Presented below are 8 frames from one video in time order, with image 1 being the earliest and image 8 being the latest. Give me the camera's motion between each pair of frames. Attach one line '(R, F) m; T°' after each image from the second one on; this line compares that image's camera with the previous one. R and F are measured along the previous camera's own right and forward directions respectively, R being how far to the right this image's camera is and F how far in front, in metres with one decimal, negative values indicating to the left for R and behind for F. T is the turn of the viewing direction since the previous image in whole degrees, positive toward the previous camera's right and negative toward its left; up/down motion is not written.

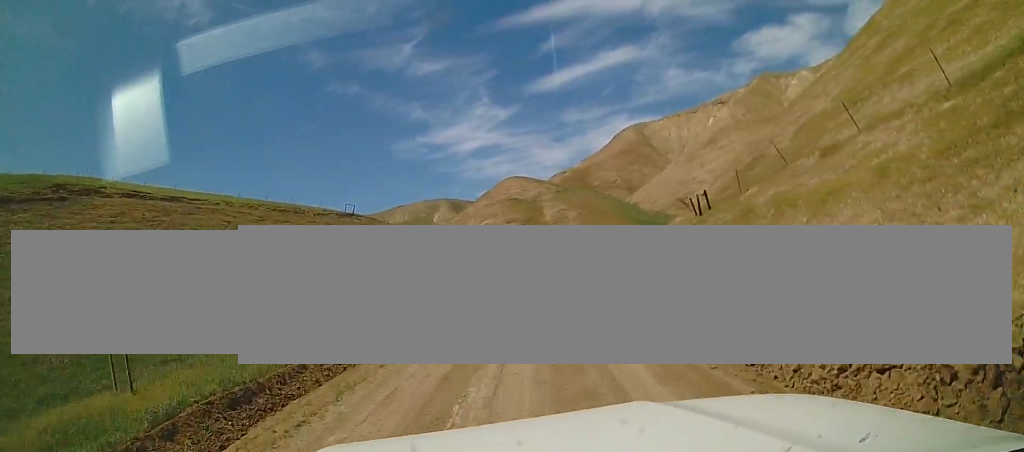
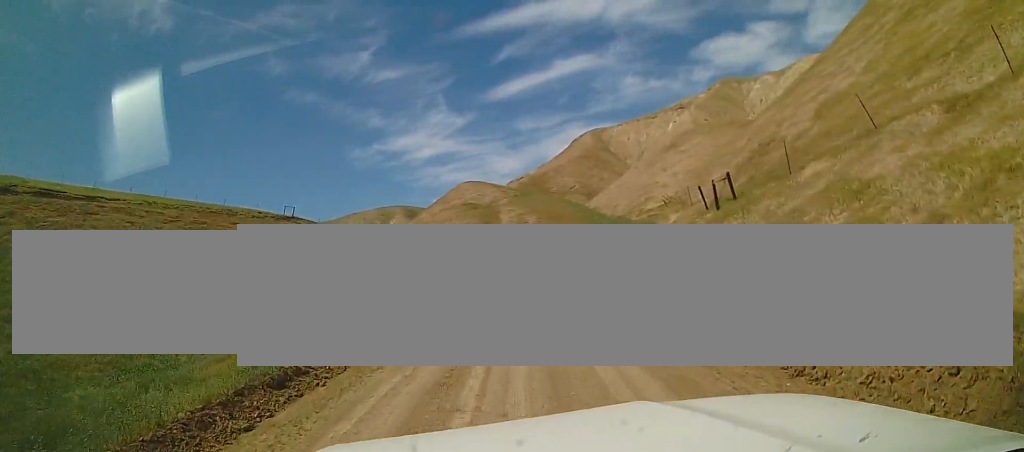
(-0.2, +8.2) m; +2°
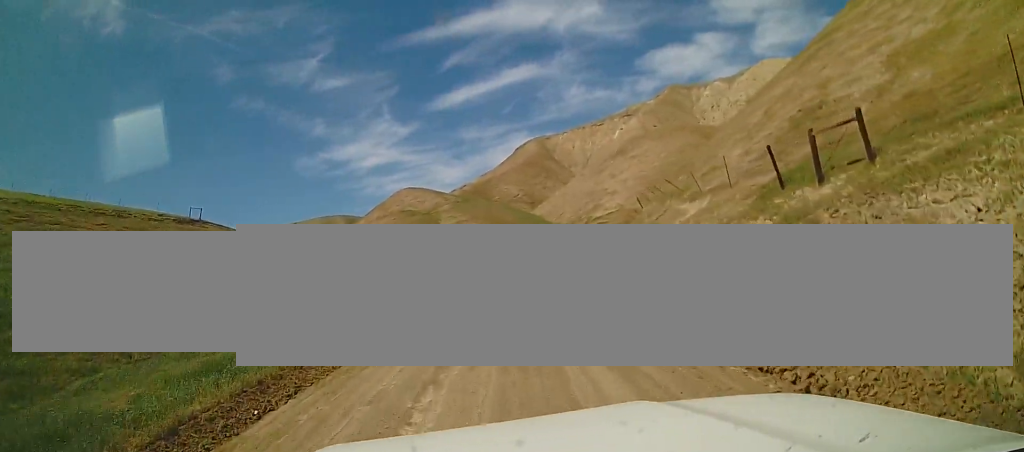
(+0.7, +11.6) m; +6°
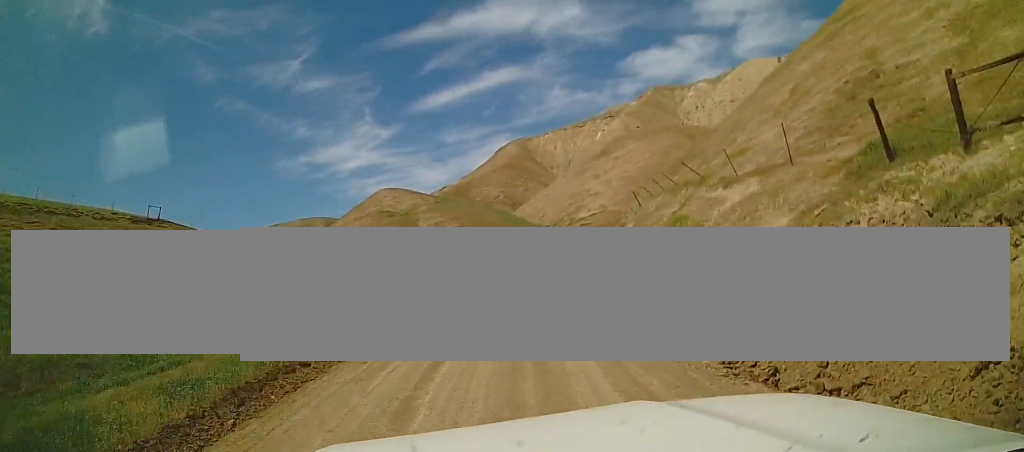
(+0.1, +5.4) m; +2°
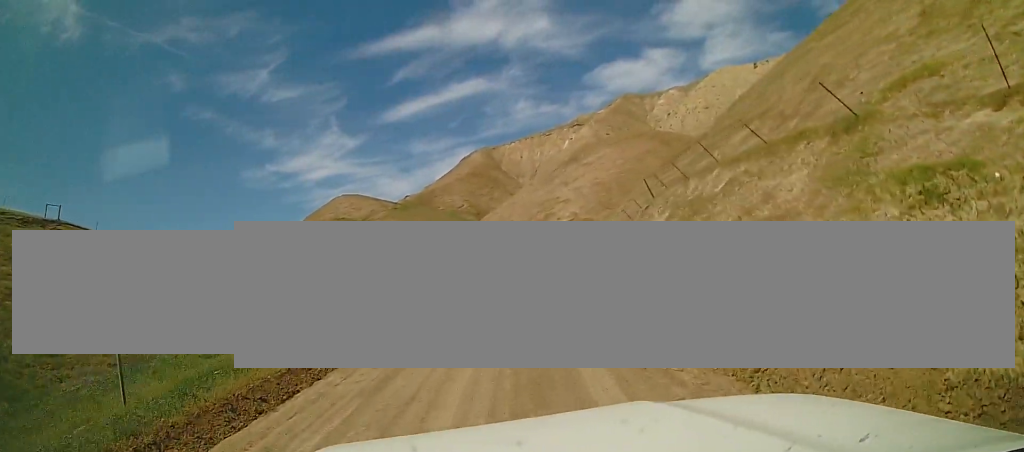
(+0.3, +12.3) m; +3°
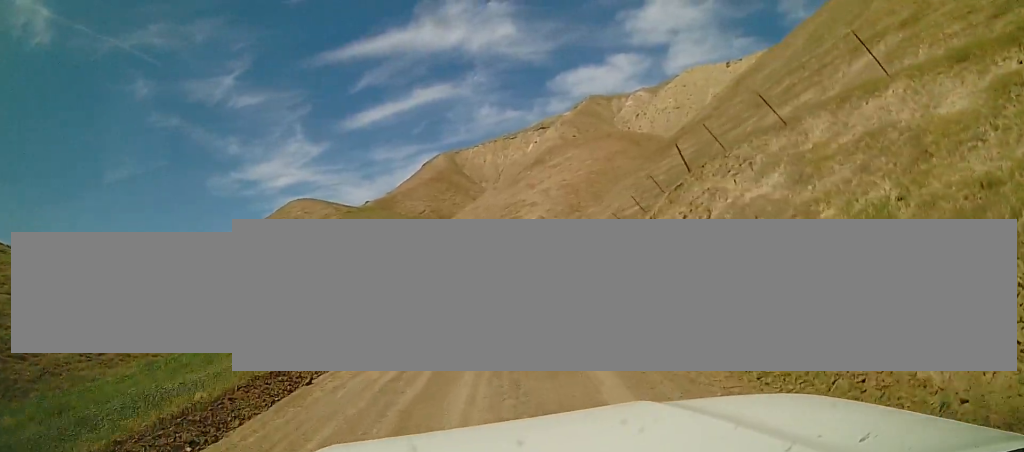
(+0.1, +10.9) m; +2°
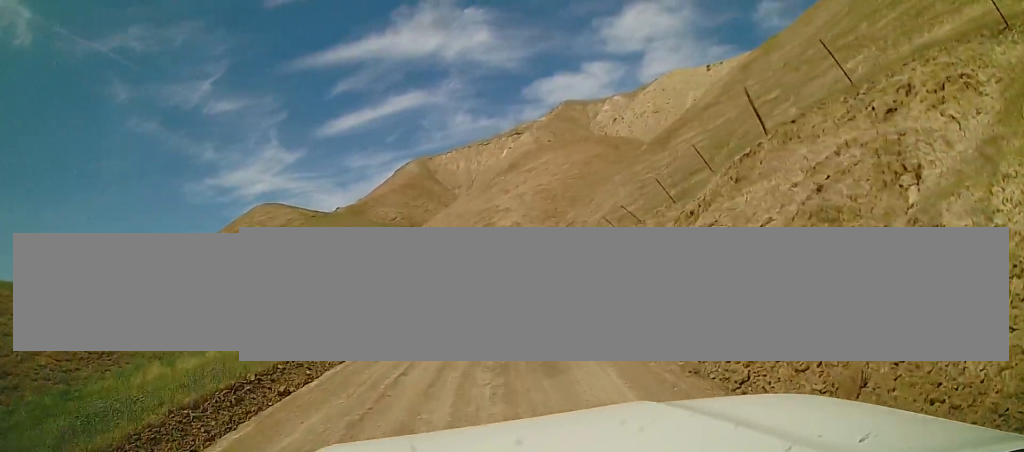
(+0.2, +7.8) m; +3°
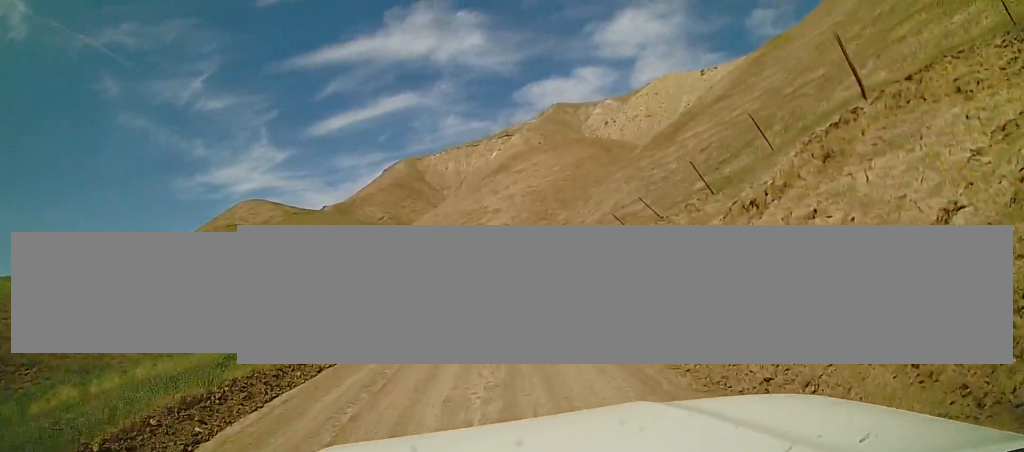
(0.0, +4.3) m; +1°
